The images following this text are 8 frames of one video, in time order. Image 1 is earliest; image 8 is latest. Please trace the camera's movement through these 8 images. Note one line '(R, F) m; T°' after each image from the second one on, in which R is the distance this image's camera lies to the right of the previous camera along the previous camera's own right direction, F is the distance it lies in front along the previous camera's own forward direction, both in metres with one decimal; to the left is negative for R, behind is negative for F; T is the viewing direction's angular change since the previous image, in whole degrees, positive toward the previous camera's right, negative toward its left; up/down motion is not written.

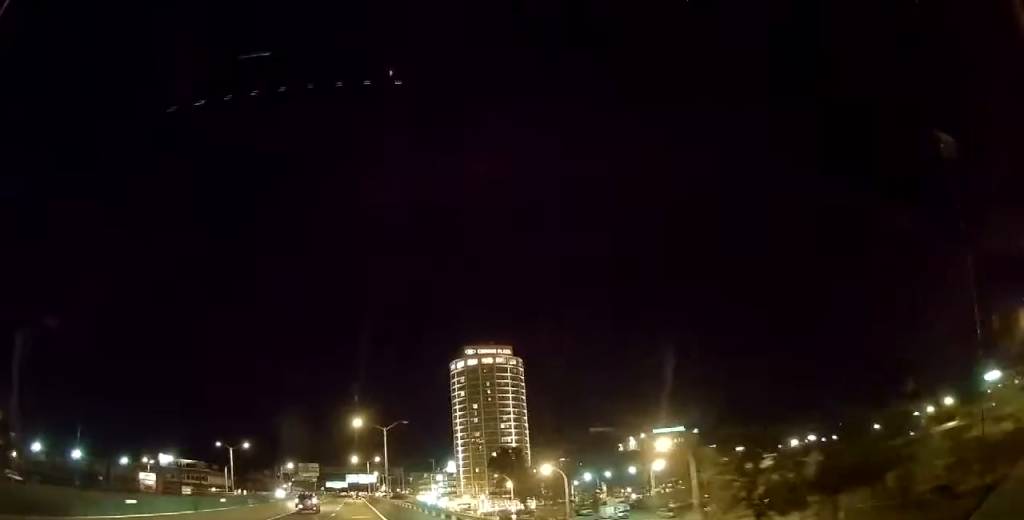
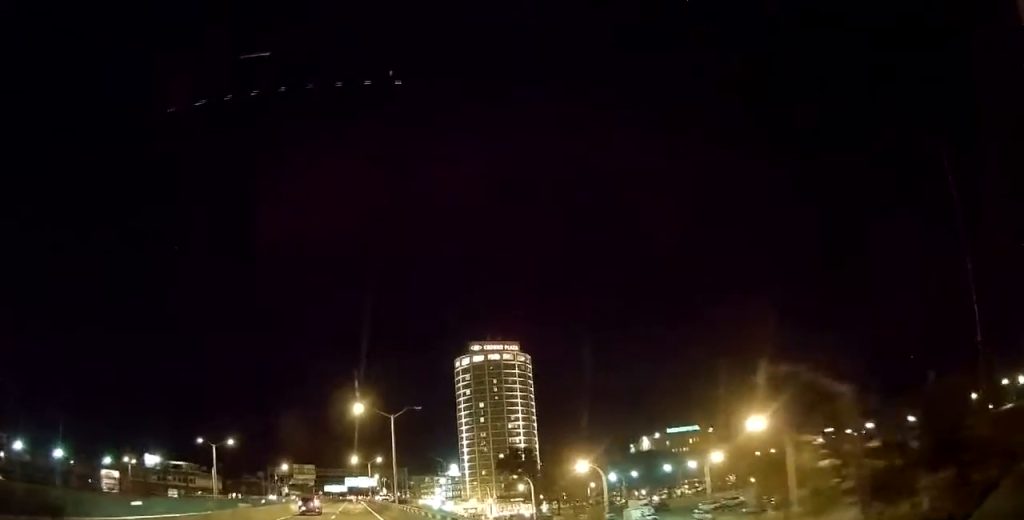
(0.0, +12.2) m; 0°
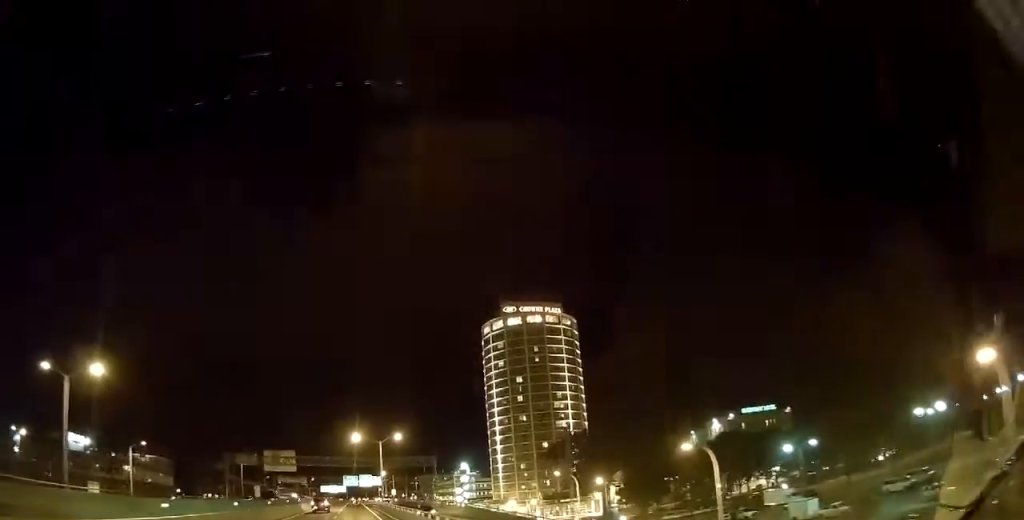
(-0.6, +45.7) m; -1°
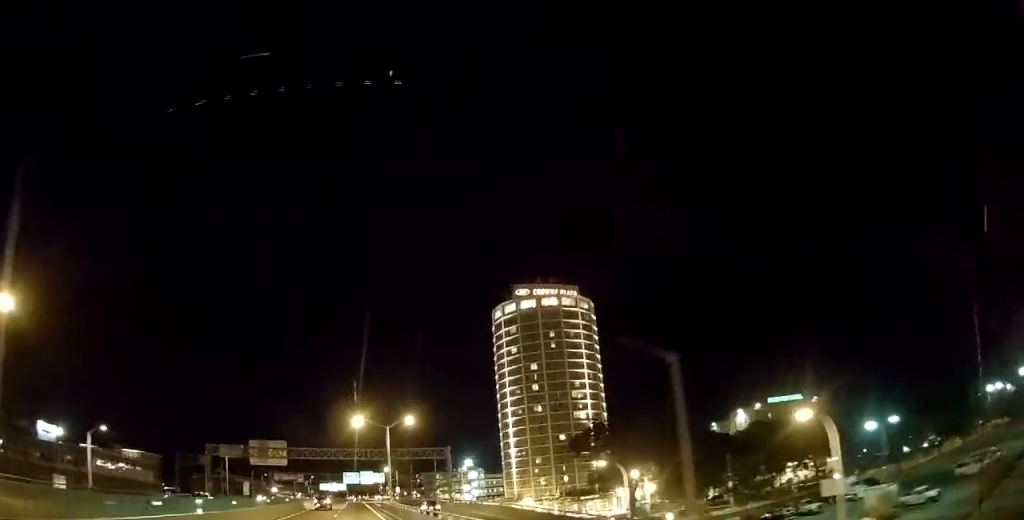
(+0.2, +13.8) m; +1°
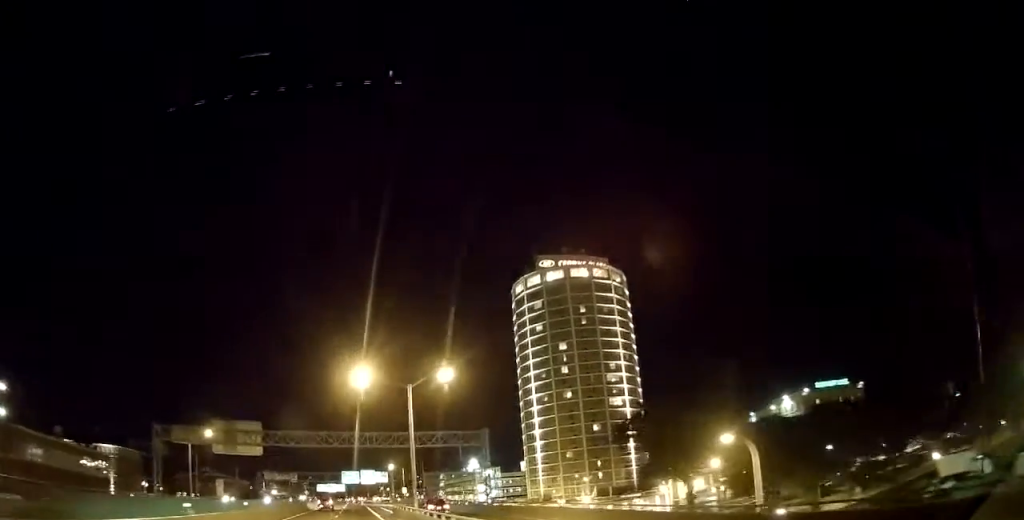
(+0.1, +20.8) m; 0°
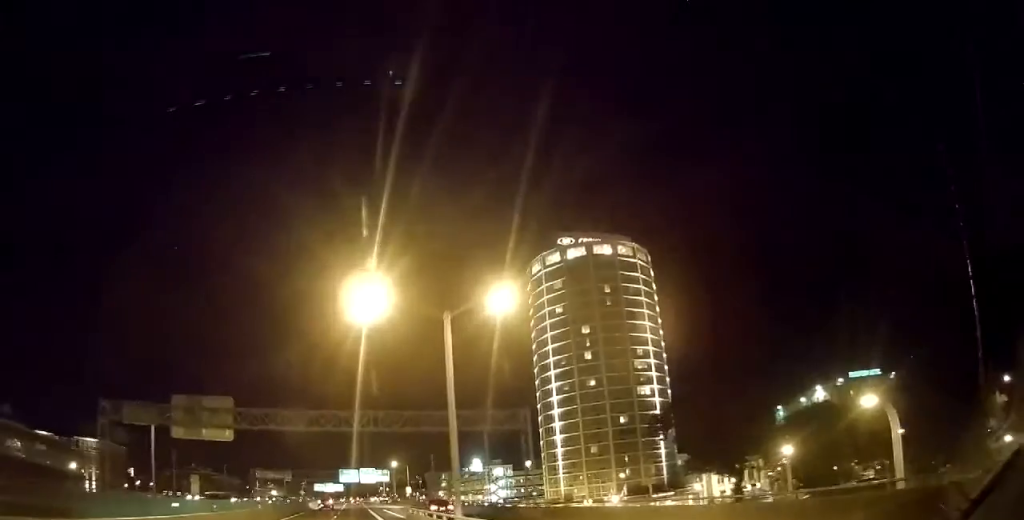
(0.0, +13.1) m; 0°
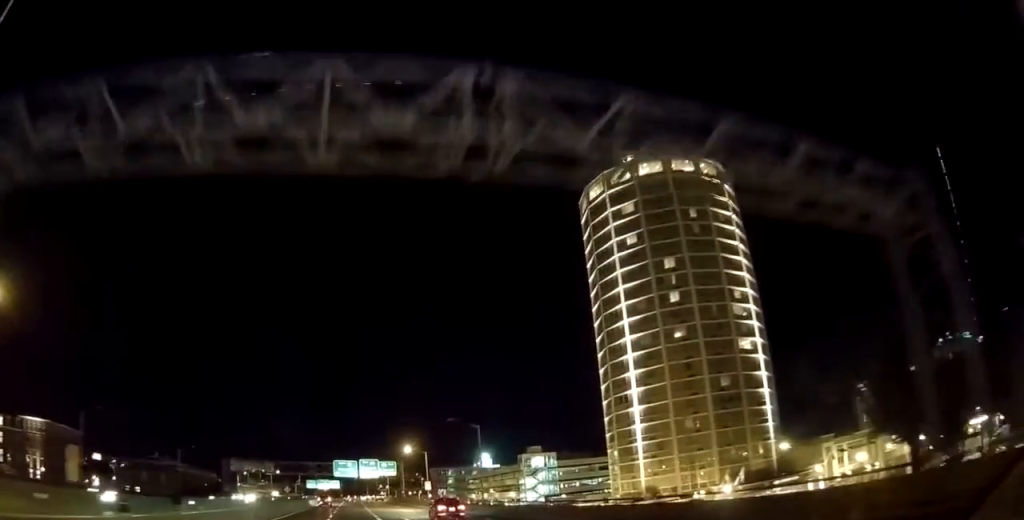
(-0.1, +34.3) m; +1°
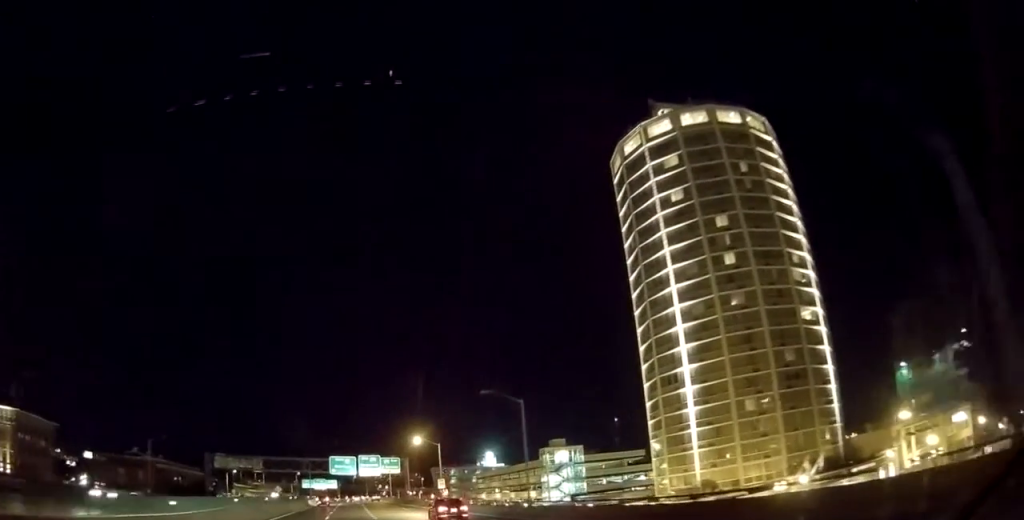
(+0.1, +14.0) m; 0°
